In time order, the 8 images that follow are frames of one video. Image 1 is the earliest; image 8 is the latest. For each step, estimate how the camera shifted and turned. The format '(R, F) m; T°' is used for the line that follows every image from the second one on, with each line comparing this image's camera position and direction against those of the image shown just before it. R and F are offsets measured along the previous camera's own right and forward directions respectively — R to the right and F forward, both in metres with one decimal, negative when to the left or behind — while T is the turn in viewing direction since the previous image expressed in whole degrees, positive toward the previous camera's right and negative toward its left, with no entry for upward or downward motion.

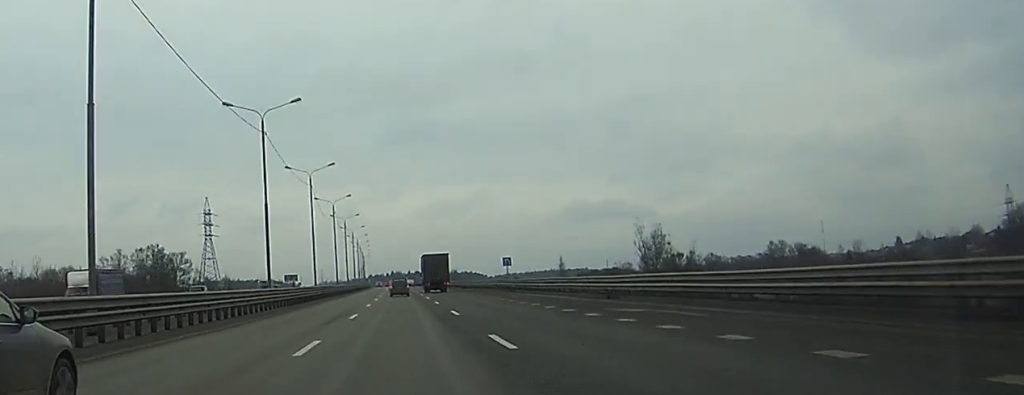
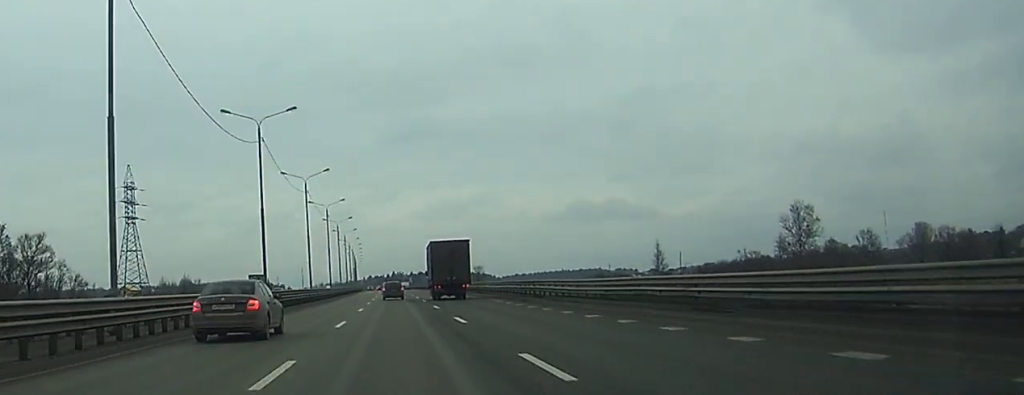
(+0.4, +100.5) m; 0°
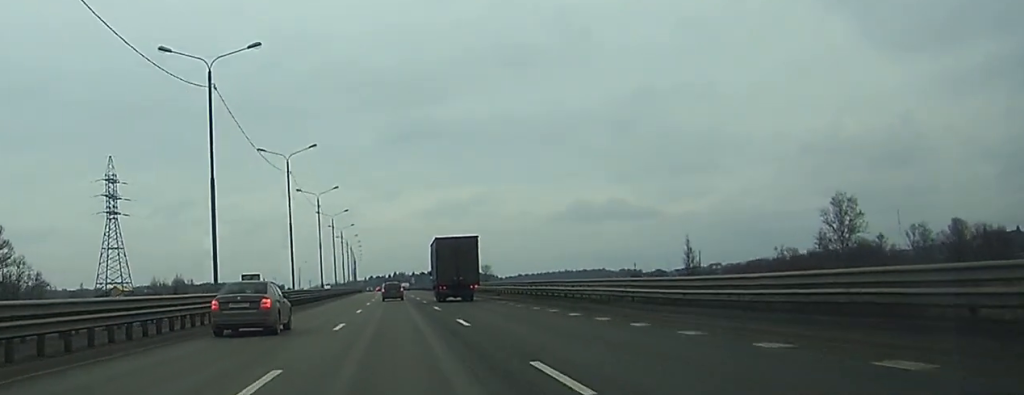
(0.0, +17.2) m; 0°
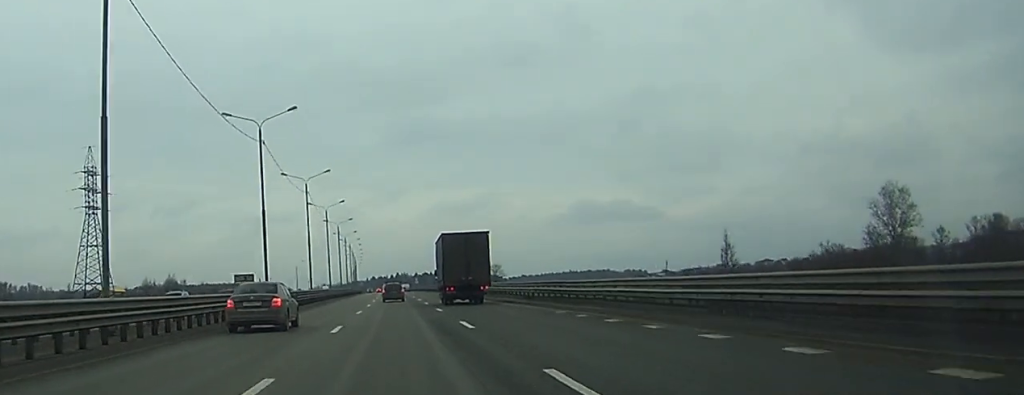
(0.0, +17.2) m; 0°
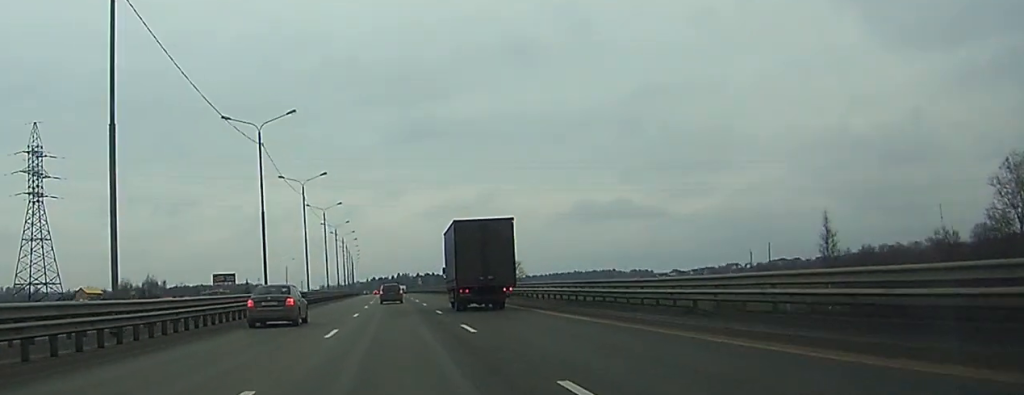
(-0.2, +33.2) m; 0°
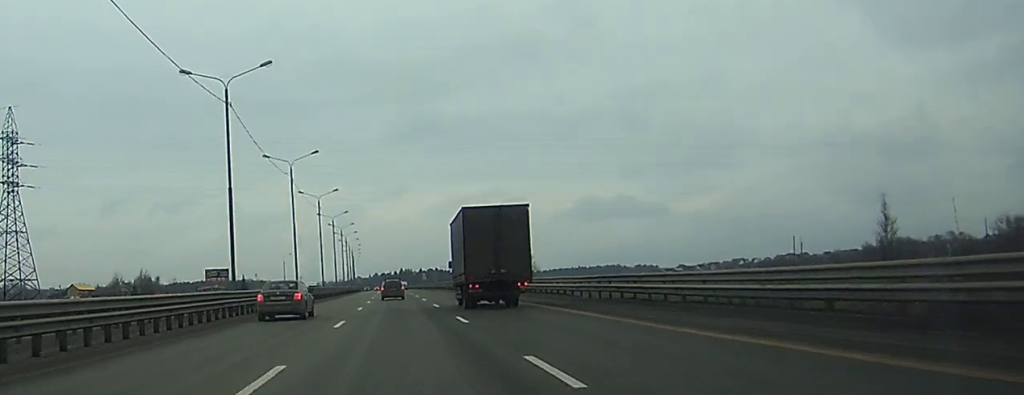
(0.0, +13.0) m; 0°
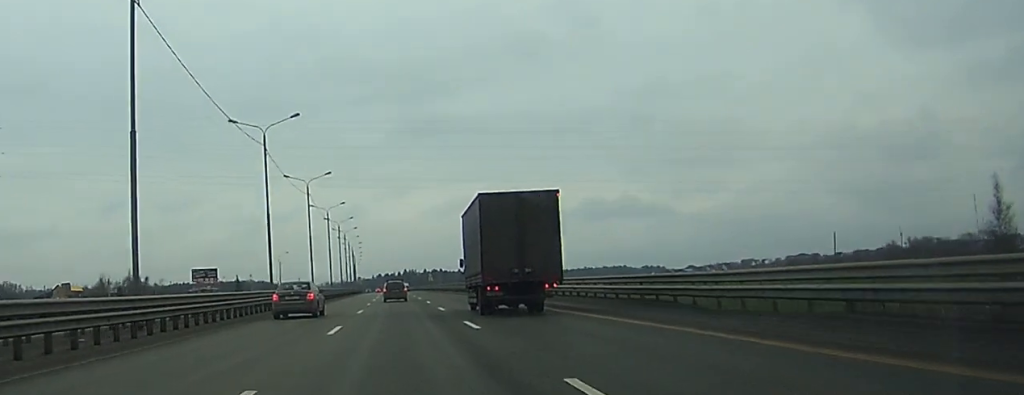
(0.0, +18.9) m; 0°
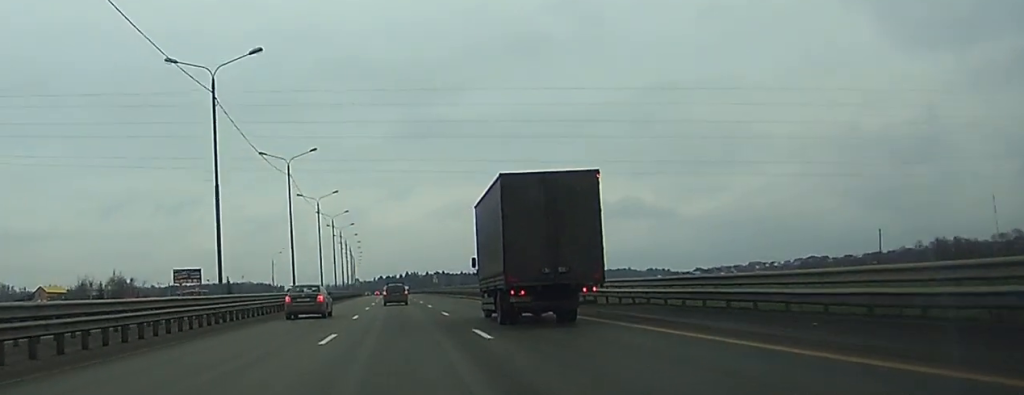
(0.0, +18.8) m; 0°
